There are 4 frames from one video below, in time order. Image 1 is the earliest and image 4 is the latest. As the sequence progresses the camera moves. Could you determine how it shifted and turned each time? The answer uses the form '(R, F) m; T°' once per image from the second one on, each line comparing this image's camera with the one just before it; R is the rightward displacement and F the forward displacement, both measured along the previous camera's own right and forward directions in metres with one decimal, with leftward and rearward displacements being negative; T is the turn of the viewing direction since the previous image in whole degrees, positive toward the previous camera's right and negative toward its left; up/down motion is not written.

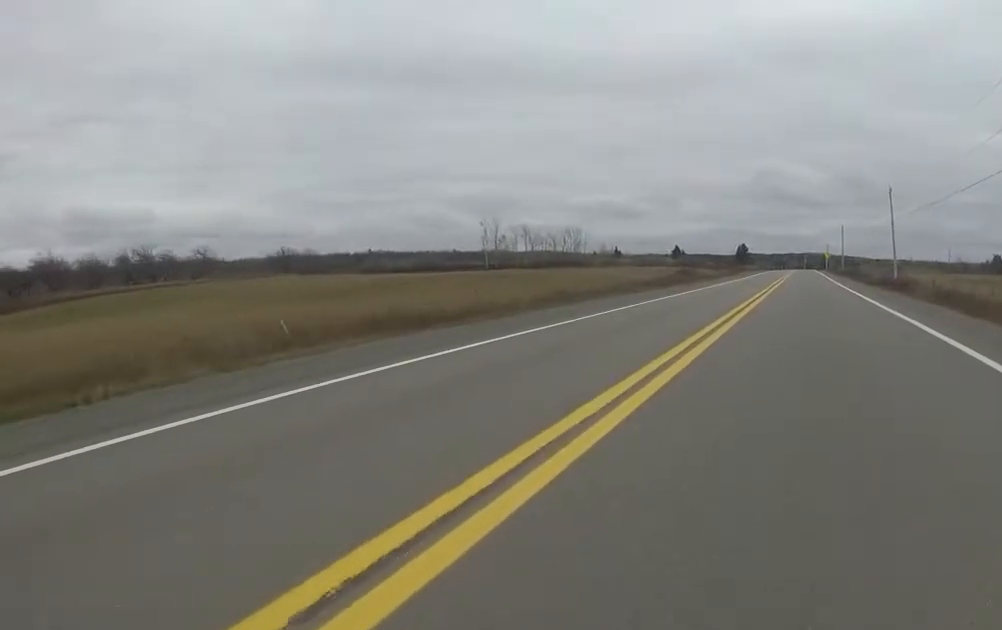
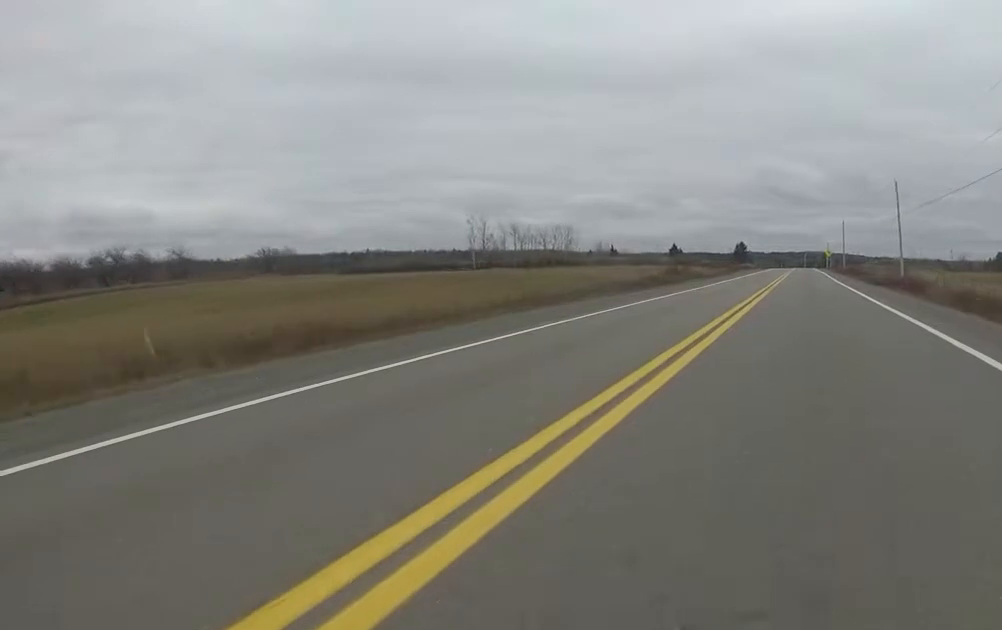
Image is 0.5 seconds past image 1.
(0.0, +3.8) m; -1°
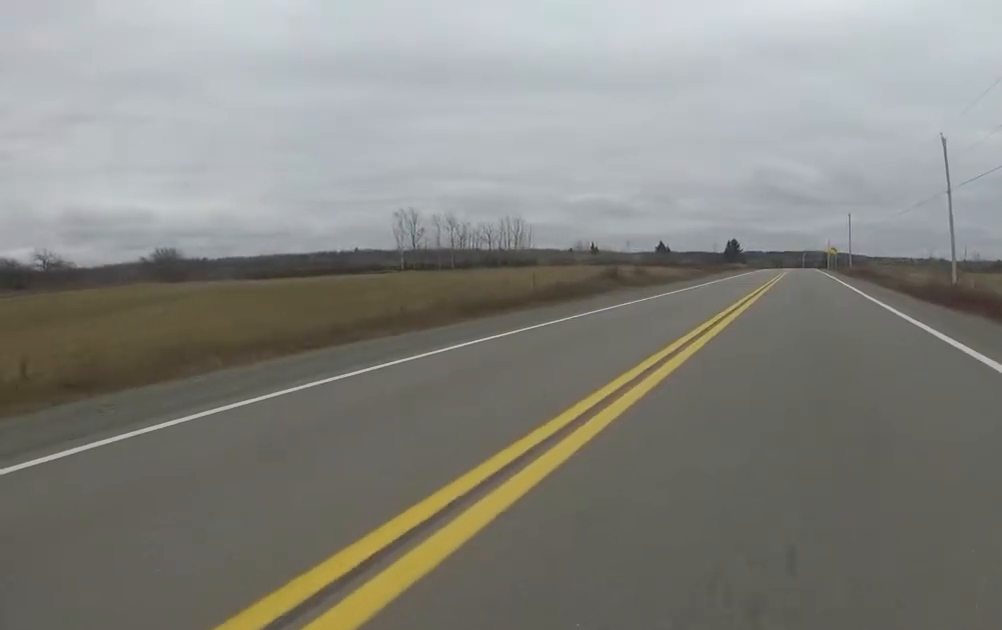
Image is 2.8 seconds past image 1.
(-0.8, +17.9) m; -1°
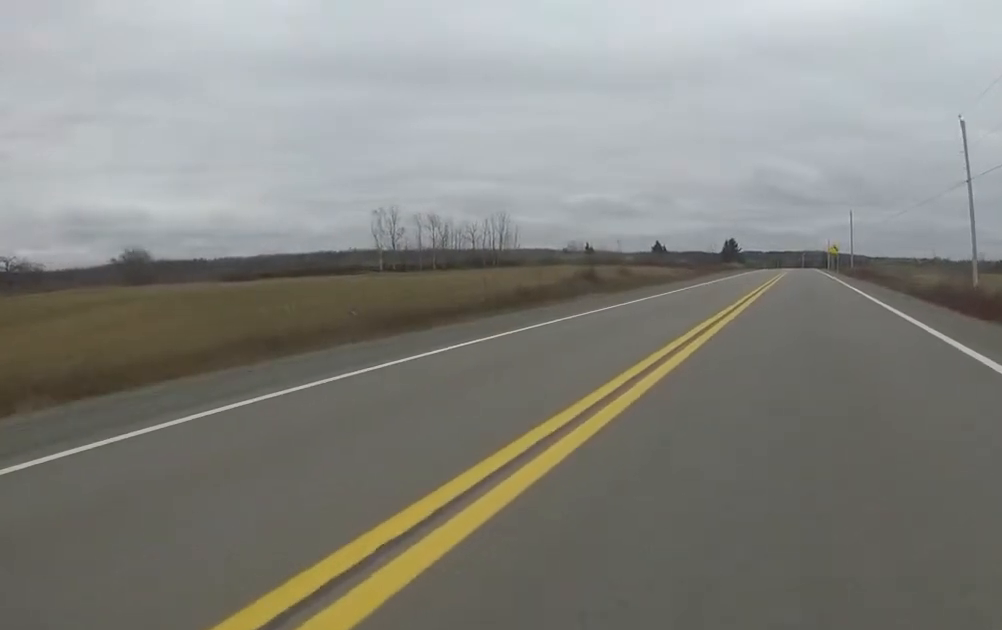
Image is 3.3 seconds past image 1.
(+0.1, +4.2) m; +2°
